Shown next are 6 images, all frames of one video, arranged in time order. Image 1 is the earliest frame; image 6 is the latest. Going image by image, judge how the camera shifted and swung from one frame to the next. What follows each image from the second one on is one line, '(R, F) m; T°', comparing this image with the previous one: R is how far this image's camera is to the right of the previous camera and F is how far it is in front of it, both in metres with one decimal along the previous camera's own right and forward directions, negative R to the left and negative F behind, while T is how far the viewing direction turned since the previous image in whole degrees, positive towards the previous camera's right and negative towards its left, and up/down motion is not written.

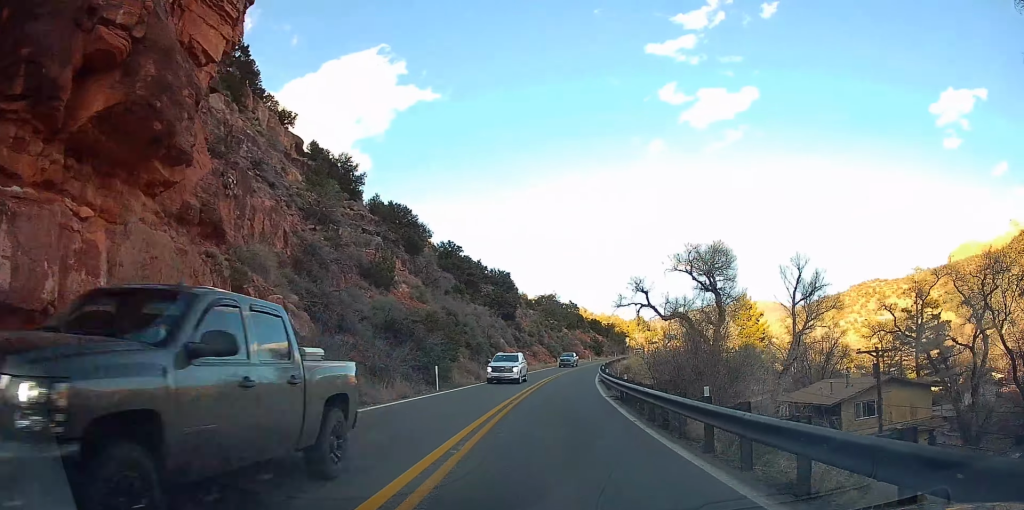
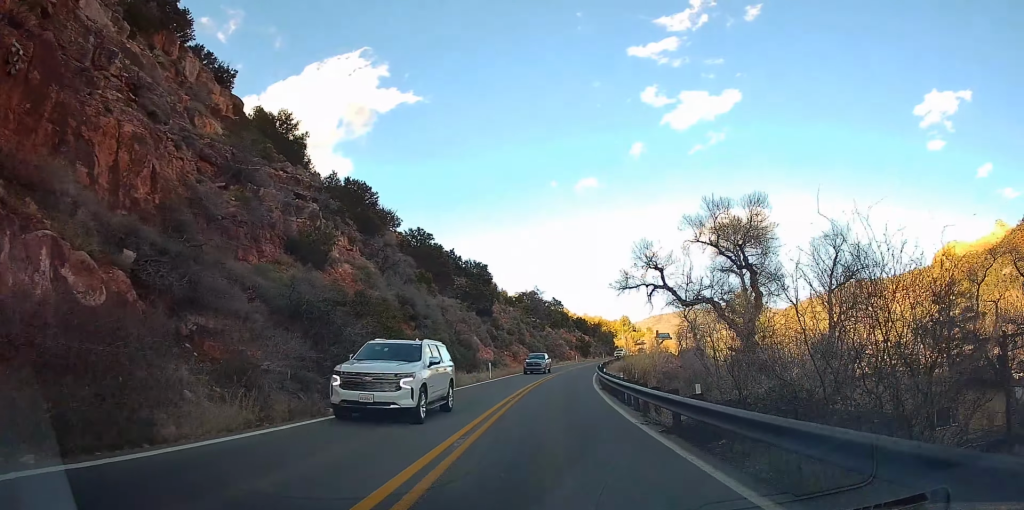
(-0.2, +11.6) m; 0°
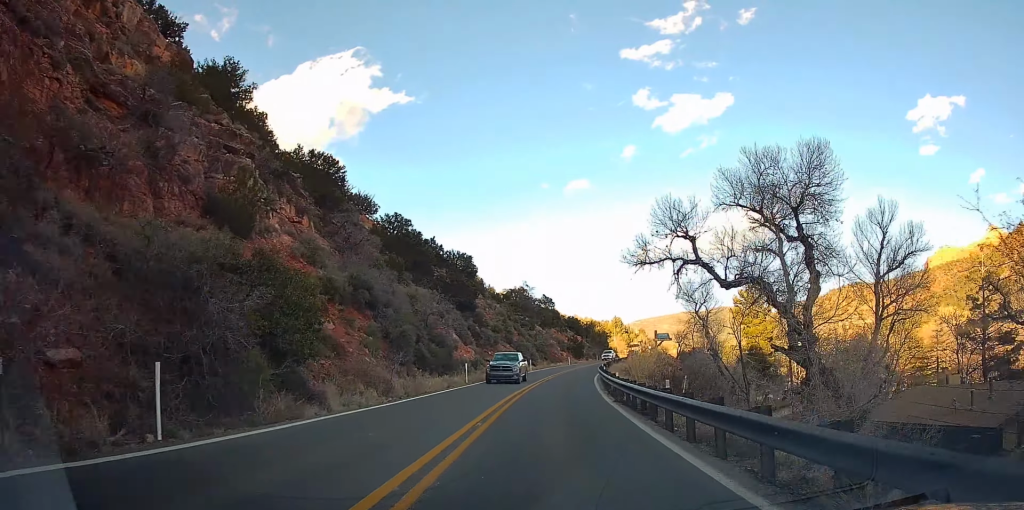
(+0.2, +9.0) m; +2°
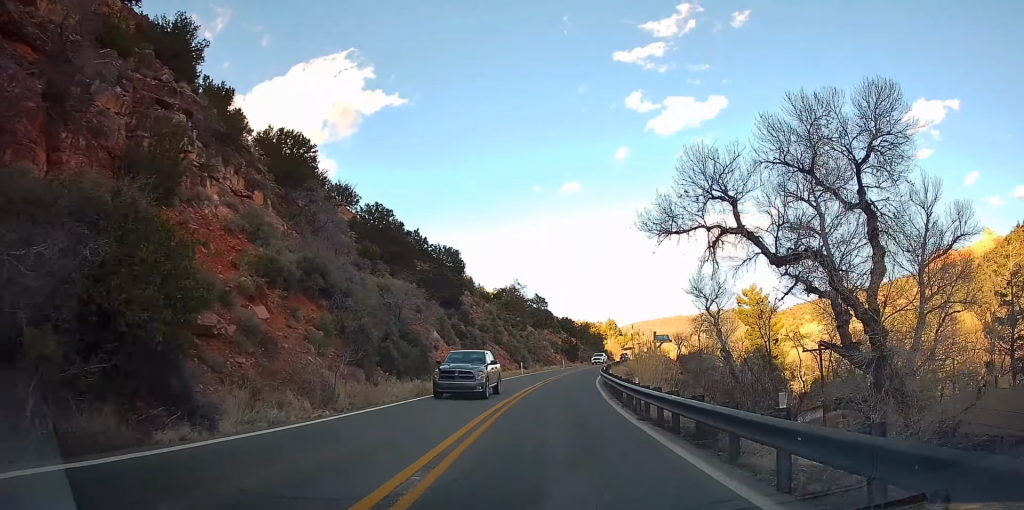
(-0.1, +6.4) m; +1°
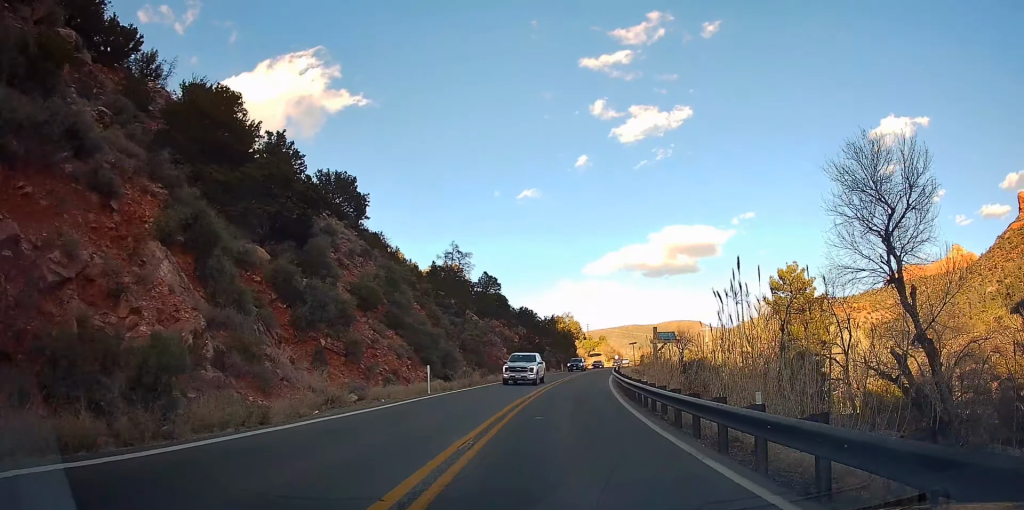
(+2.4, +33.5) m; +8°
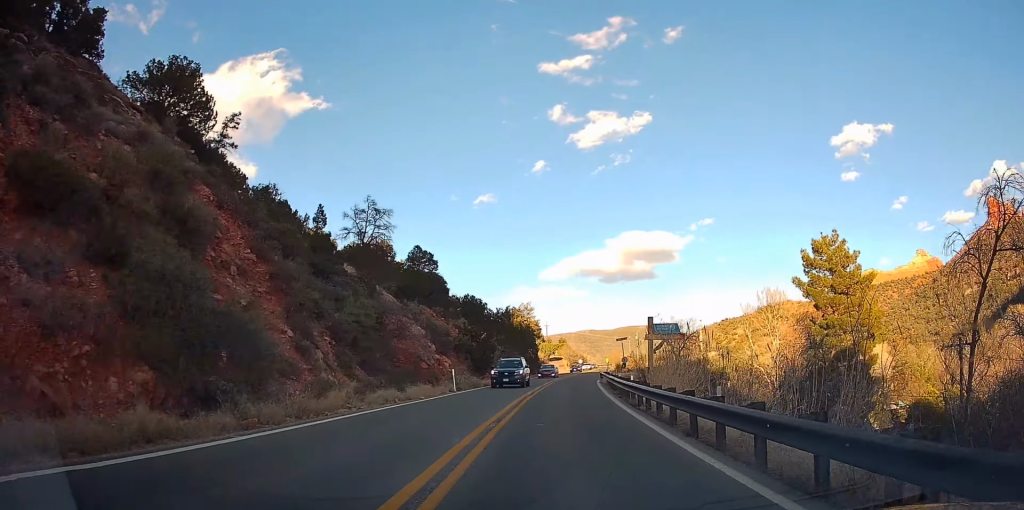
(+0.1, +21.8) m; -2°
